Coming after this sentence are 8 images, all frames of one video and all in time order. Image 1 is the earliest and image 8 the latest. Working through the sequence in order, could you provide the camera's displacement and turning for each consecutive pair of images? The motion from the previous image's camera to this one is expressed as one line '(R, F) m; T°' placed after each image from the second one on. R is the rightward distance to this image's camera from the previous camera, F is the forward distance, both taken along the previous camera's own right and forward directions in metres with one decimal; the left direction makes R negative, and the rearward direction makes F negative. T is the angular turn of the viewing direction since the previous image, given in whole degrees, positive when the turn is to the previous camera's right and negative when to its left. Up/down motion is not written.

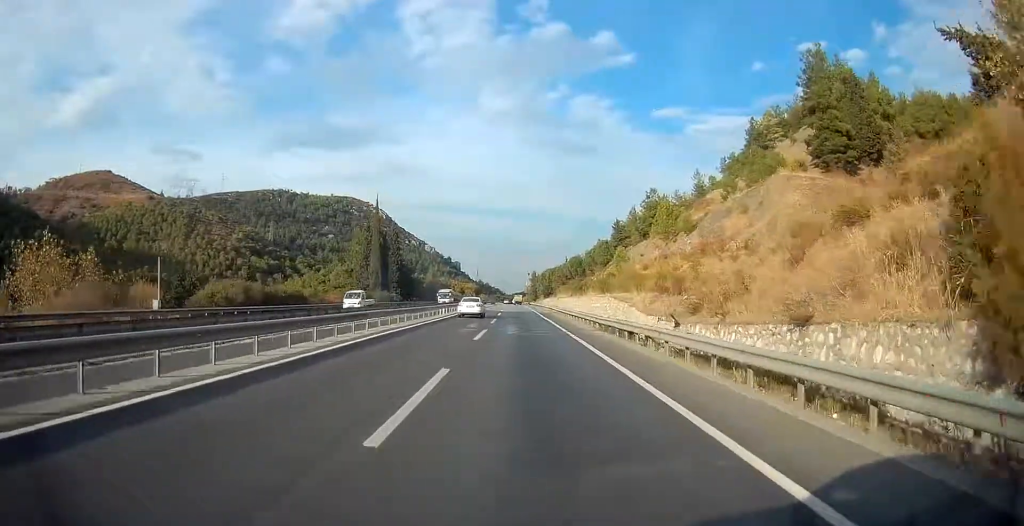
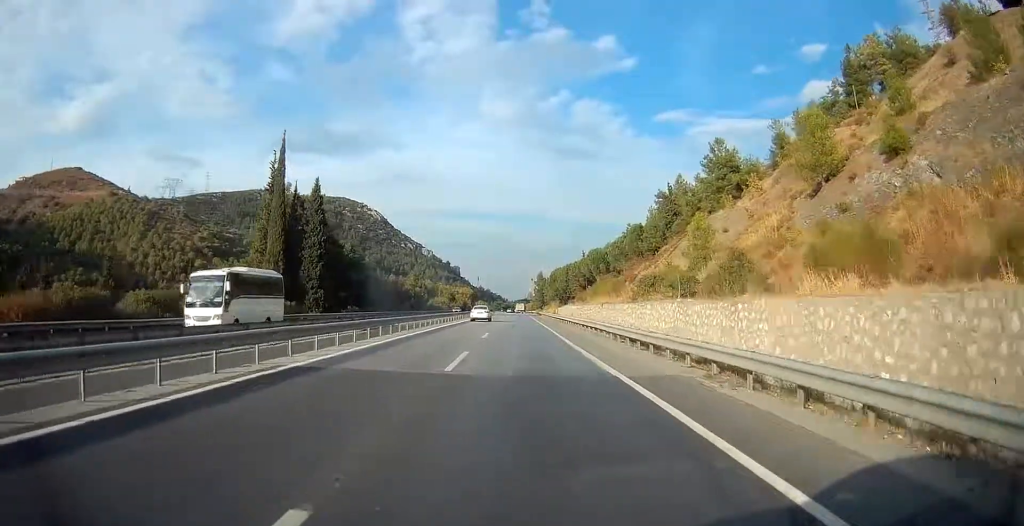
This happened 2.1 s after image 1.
(-0.1, +50.5) m; 0°
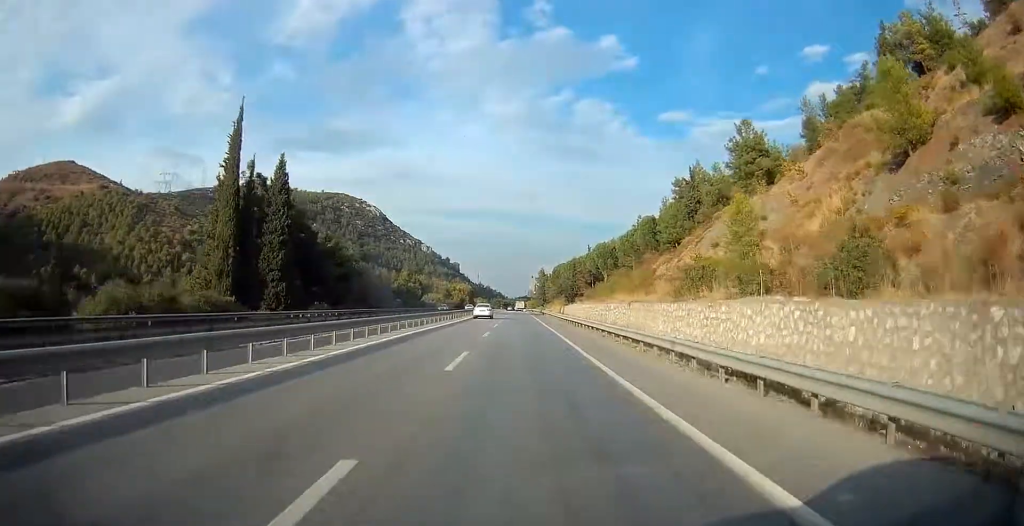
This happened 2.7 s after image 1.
(0.0, +12.9) m; 0°
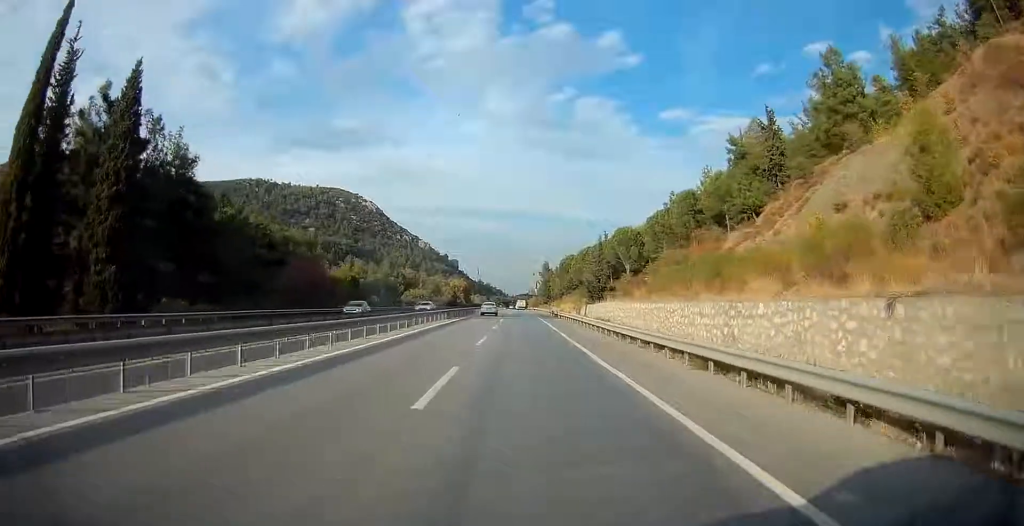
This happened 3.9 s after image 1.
(-0.1, +28.5) m; 0°
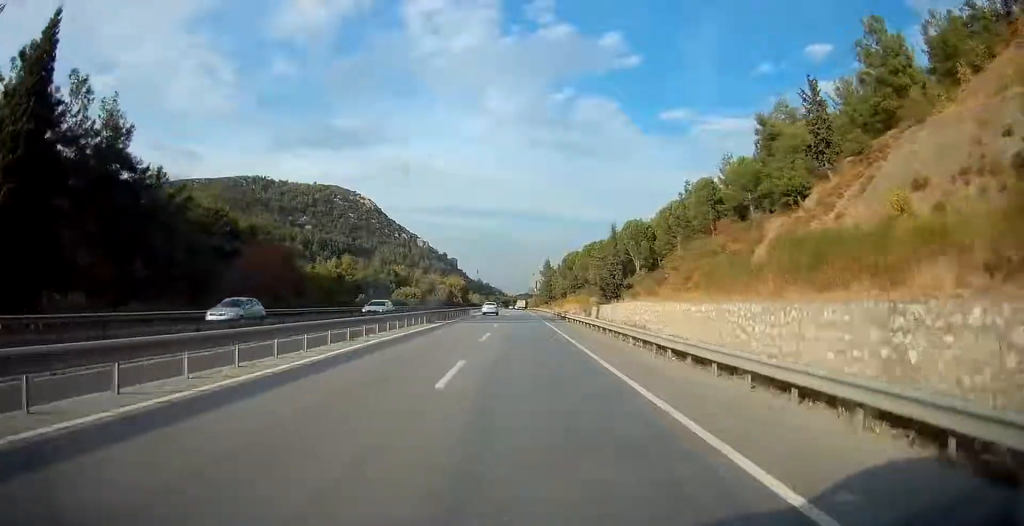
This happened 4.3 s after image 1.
(-0.1, +10.2) m; 0°
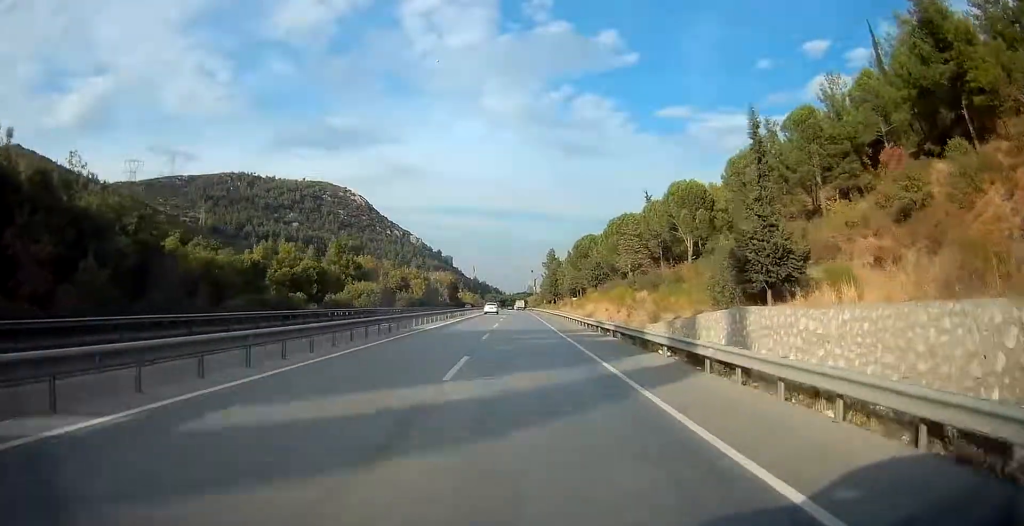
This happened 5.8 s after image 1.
(+0.2, +35.7) m; 0°
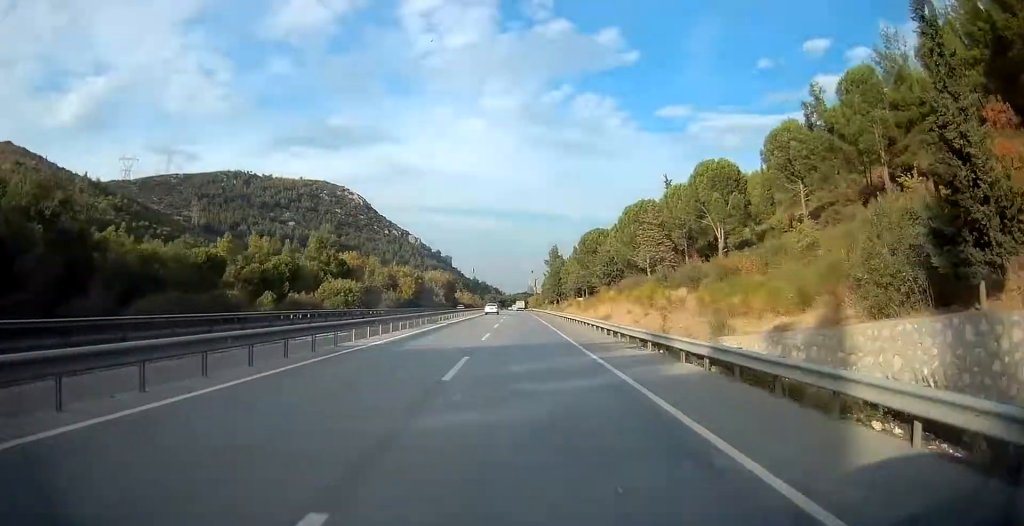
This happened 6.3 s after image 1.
(0.0, +11.4) m; 0°
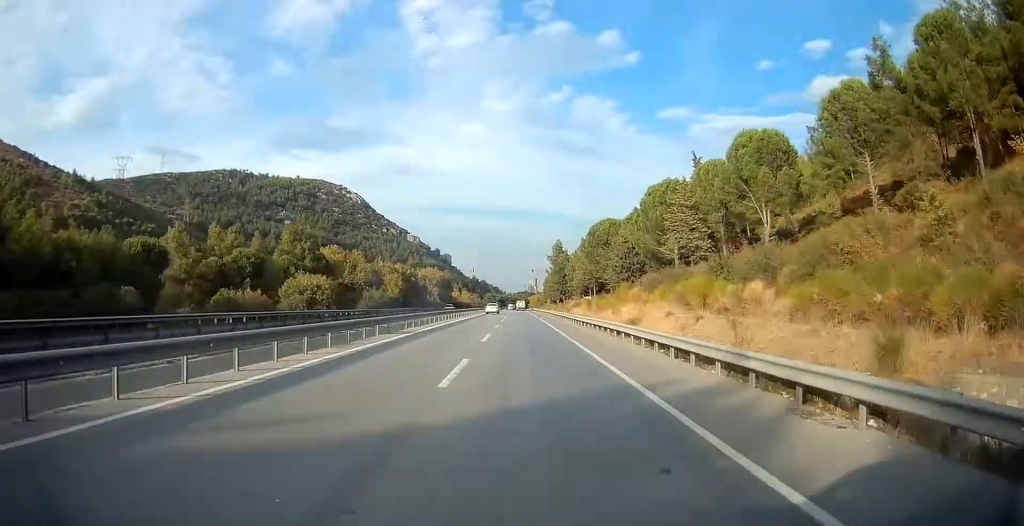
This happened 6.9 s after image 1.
(0.0, +12.7) m; 0°
